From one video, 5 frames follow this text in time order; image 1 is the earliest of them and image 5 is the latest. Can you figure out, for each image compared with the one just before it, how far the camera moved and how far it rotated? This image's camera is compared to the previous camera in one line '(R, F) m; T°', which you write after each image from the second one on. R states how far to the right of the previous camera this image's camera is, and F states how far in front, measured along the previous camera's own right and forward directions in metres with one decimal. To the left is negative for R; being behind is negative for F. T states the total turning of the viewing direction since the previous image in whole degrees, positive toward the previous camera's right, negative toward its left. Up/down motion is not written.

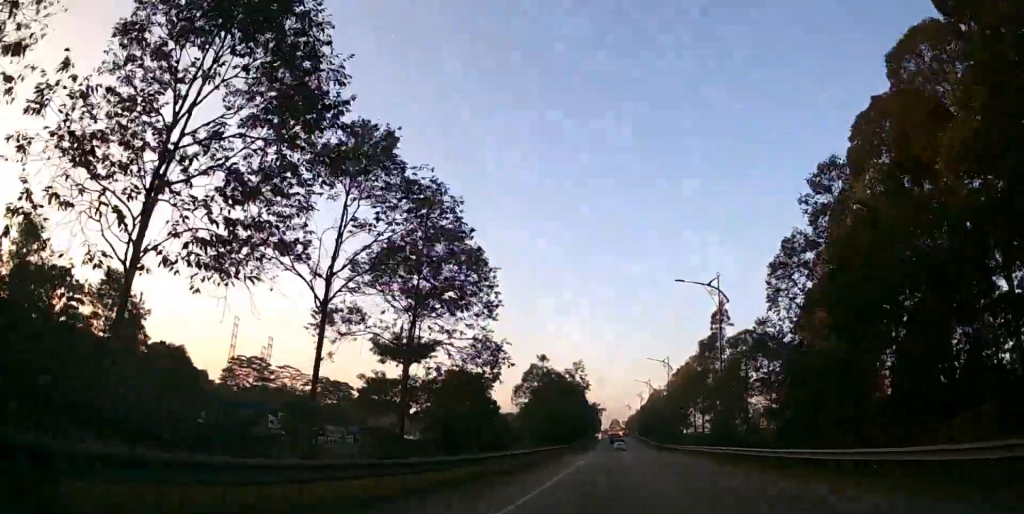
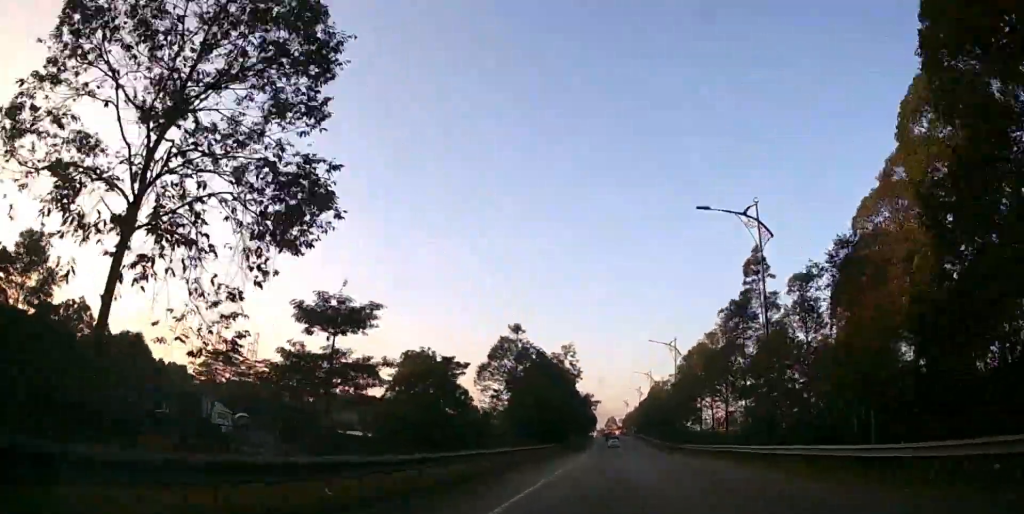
(+0.1, +12.4) m; 0°
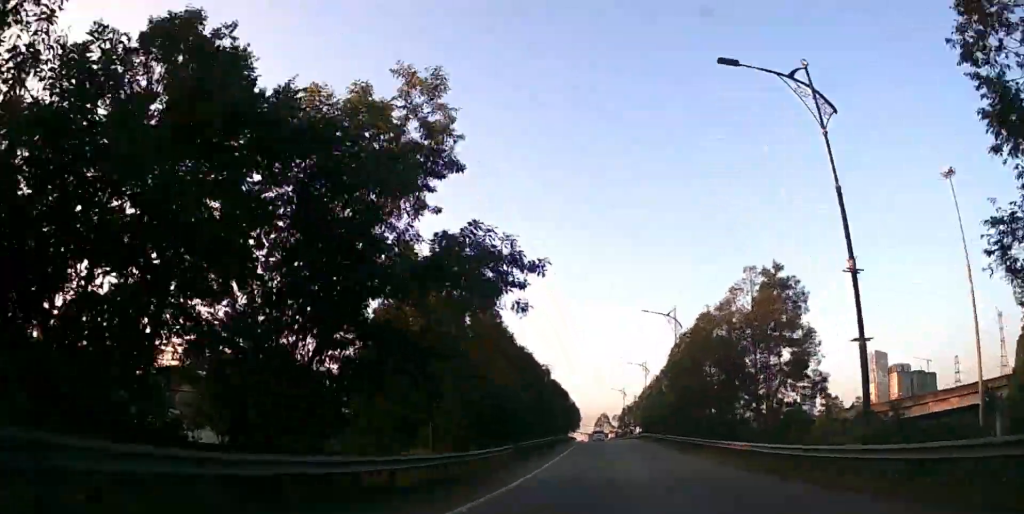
(+0.3, +49.5) m; +1°
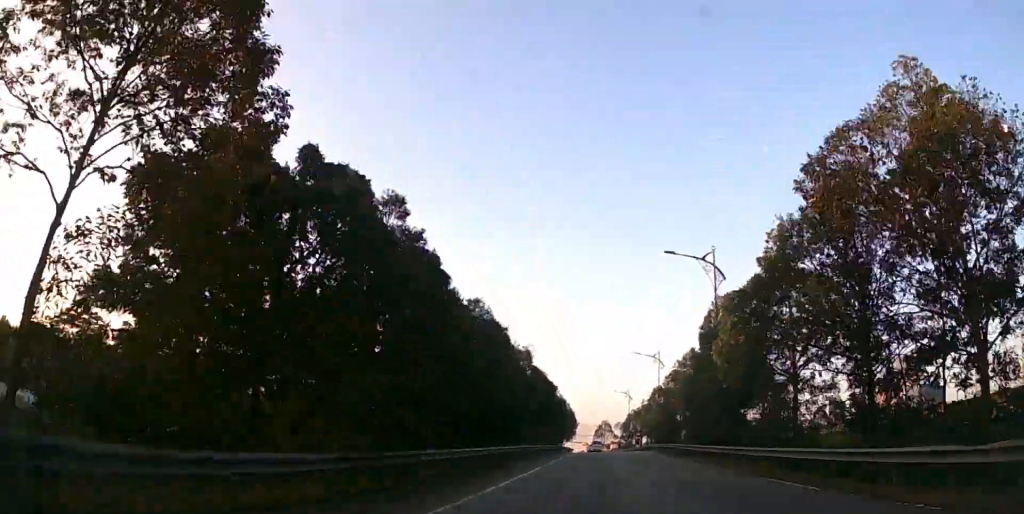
(0.0, +19.2) m; 0°
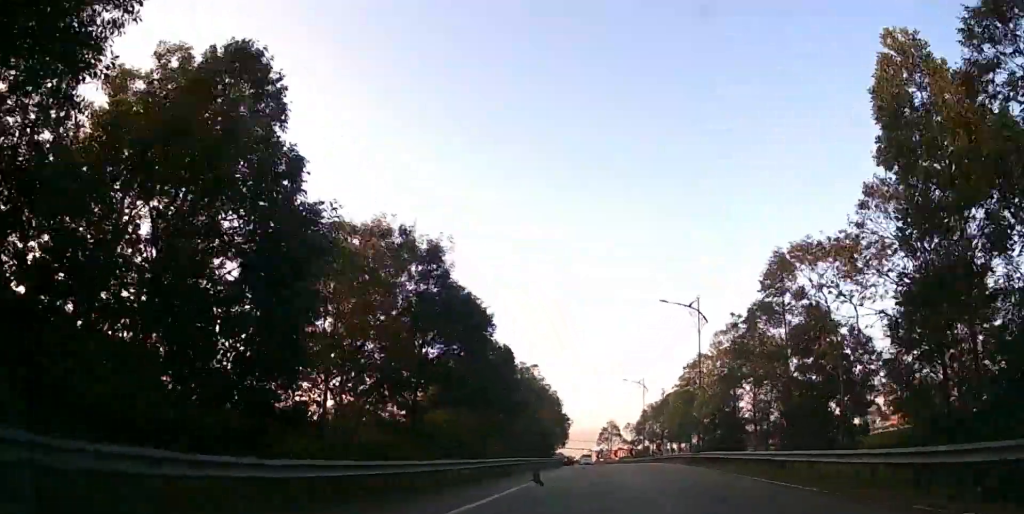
(0.0, +29.4) m; 0°
